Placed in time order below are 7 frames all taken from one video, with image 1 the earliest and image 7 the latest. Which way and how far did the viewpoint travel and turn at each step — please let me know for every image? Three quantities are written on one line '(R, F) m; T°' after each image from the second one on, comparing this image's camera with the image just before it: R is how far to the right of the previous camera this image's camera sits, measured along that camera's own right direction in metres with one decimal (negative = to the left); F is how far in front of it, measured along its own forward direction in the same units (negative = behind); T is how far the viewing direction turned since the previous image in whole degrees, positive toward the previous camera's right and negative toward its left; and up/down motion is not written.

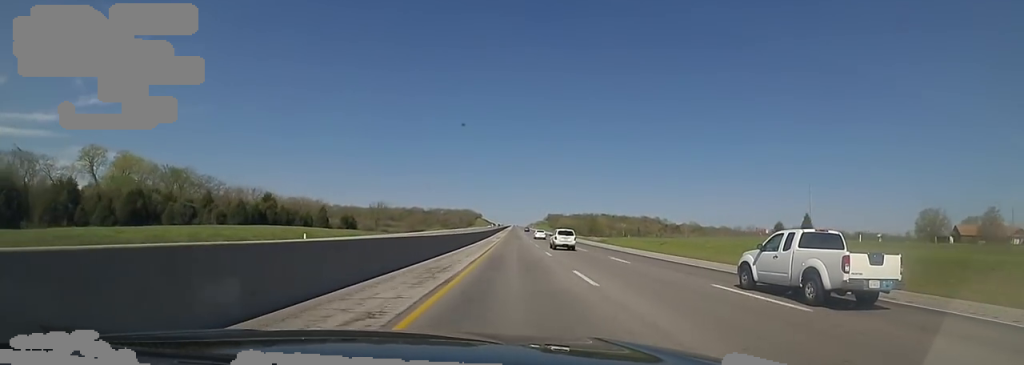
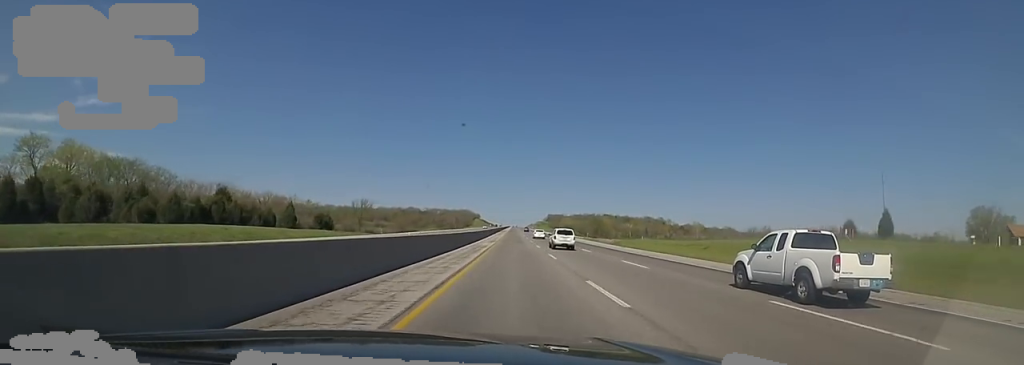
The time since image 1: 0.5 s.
(0.0, +18.9) m; 0°
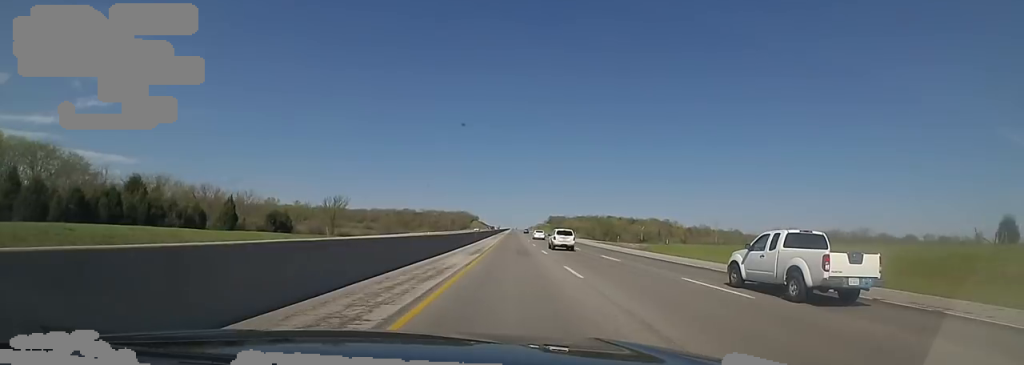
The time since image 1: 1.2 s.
(0.0, +25.0) m; 0°
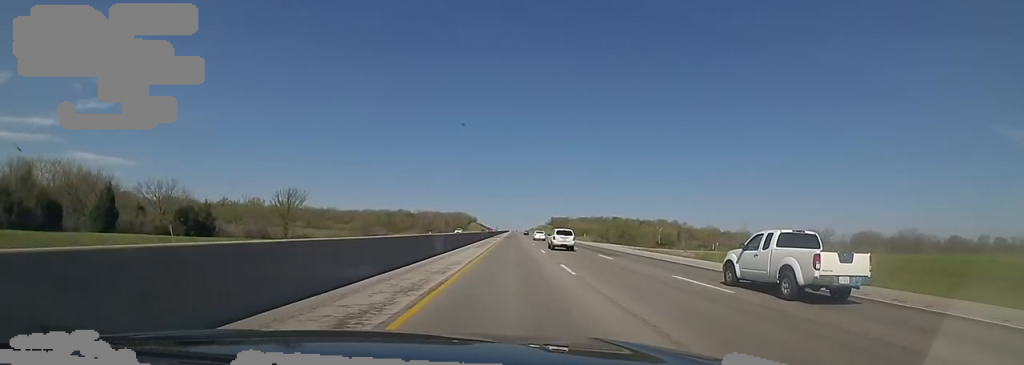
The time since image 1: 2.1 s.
(0.0, +29.9) m; 0°
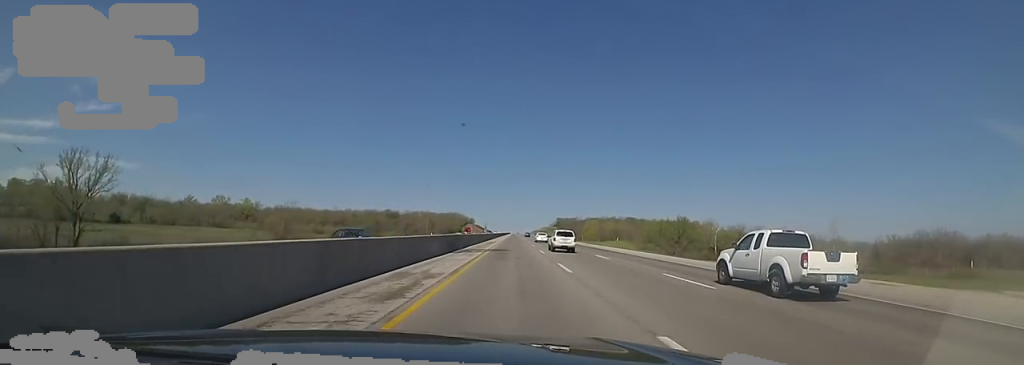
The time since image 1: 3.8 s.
(0.0, +60.7) m; +1°
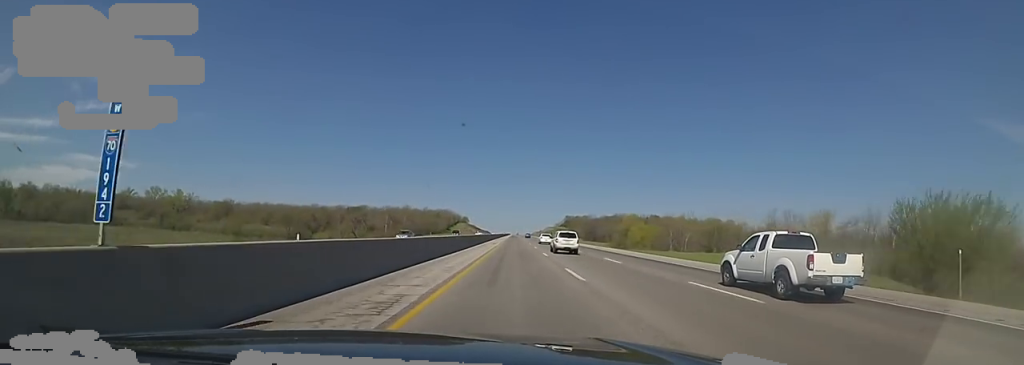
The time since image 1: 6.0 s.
(+1.6, +78.9) m; 0°
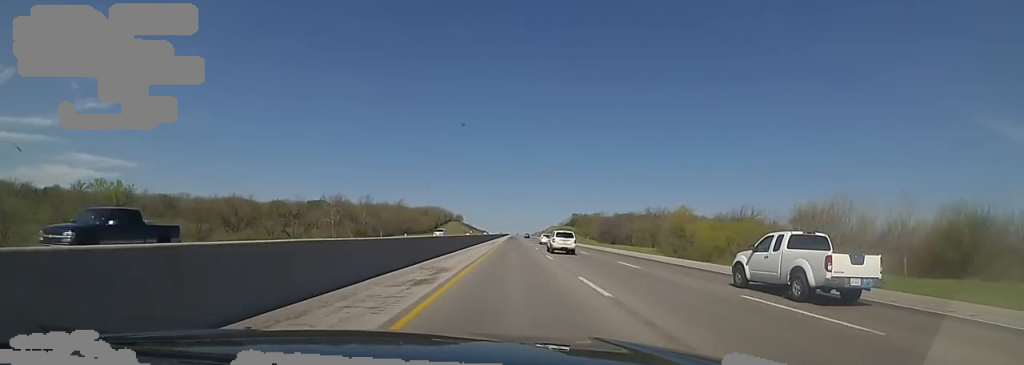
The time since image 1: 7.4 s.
(-0.7, +49.6) m; -1°
